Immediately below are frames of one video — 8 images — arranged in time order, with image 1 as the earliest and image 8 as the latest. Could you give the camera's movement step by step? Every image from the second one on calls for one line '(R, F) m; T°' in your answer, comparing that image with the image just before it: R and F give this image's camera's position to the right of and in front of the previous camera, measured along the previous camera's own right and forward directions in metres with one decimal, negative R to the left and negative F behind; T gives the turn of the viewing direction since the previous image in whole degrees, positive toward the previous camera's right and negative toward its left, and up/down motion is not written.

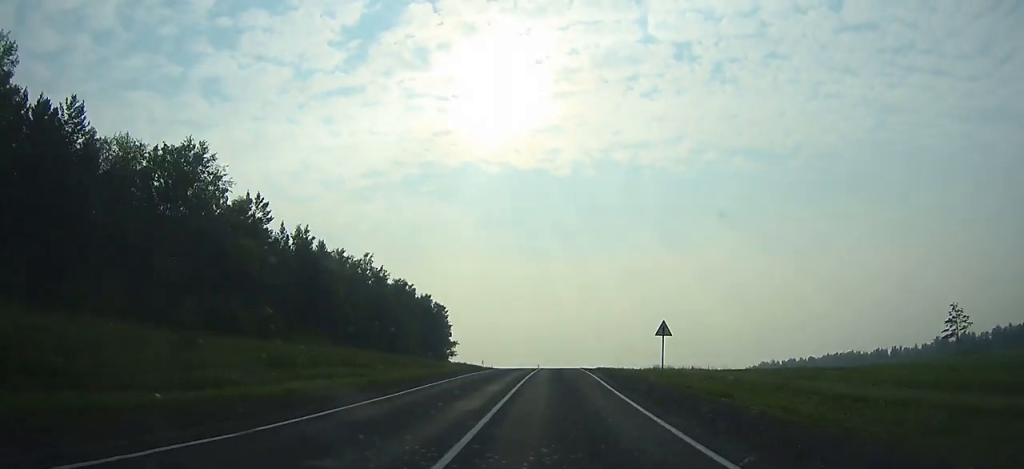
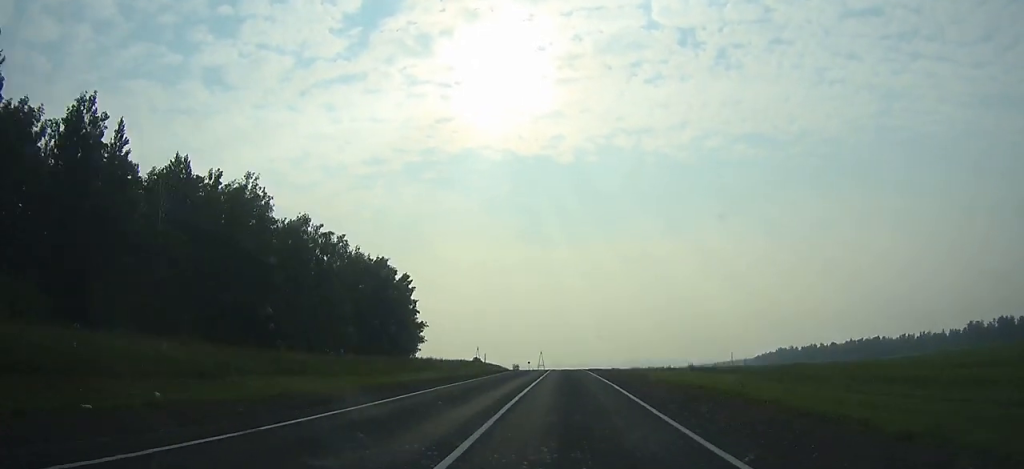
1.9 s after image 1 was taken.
(-0.1, +42.6) m; 0°
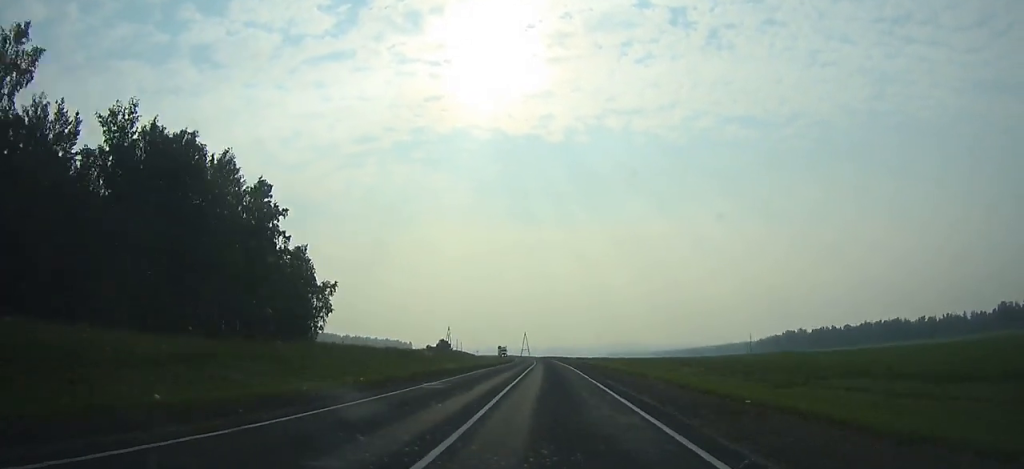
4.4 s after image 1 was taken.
(0.0, +56.9) m; 0°
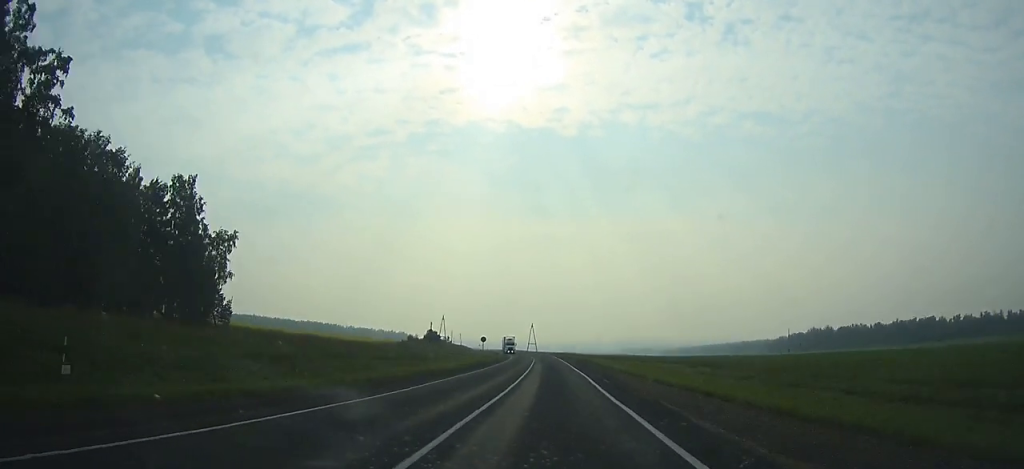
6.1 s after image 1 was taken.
(+0.3, +39.5) m; -1°
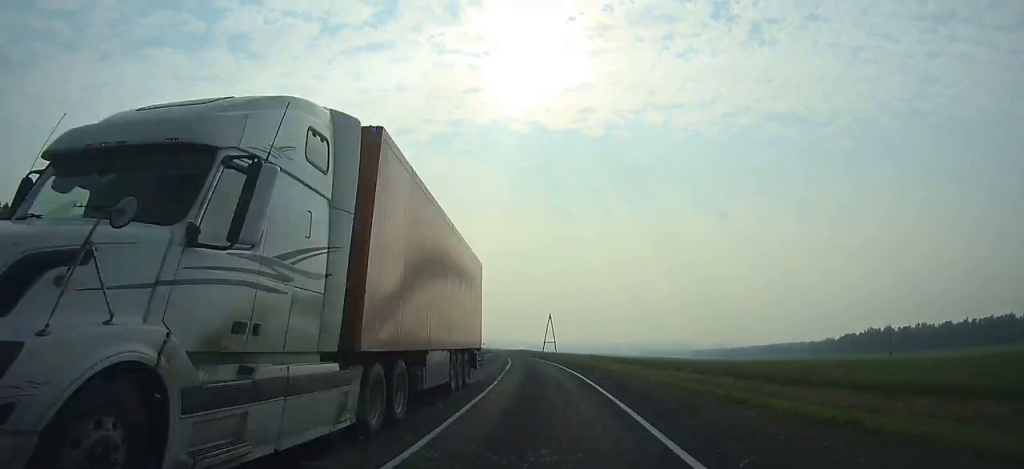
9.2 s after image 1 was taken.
(-1.1, +72.1) m; -4°
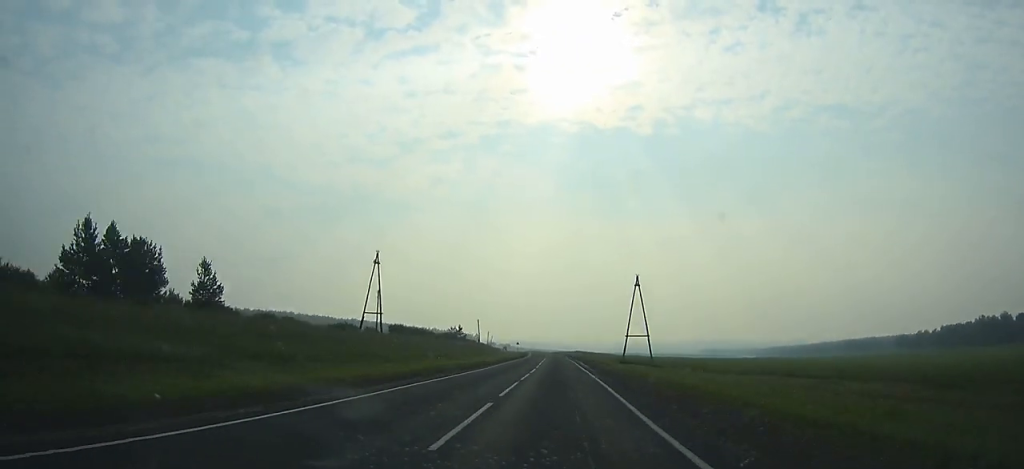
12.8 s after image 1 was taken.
(-4.2, +83.3) m; -4°
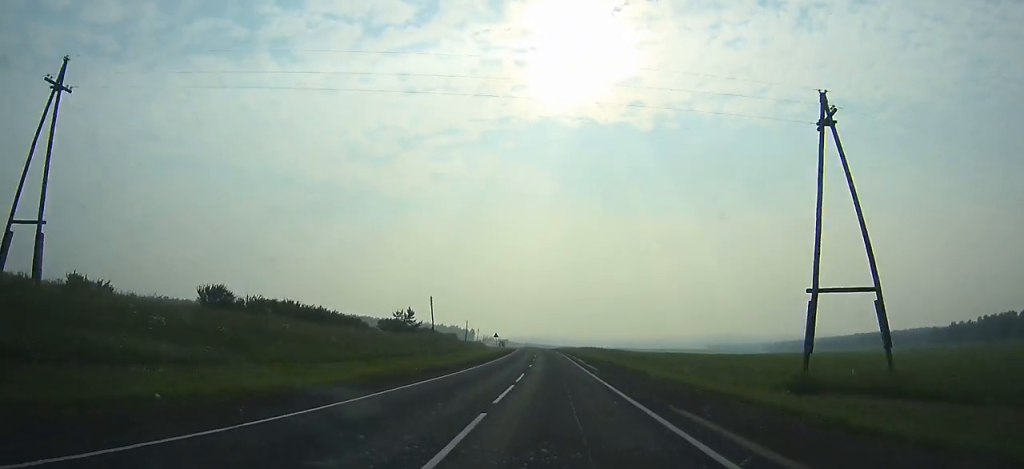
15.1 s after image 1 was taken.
(-0.3, +53.4) m; -1°
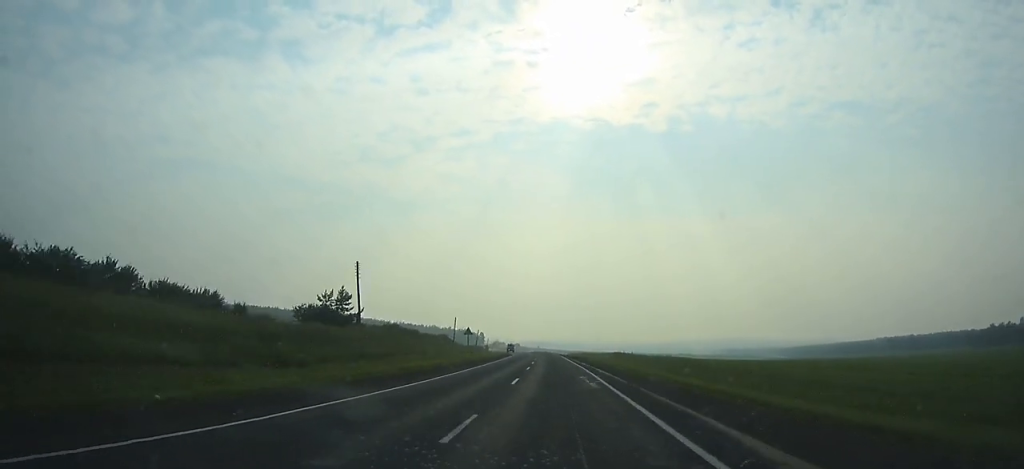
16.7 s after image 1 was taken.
(-0.5, +37.9) m; -1°
